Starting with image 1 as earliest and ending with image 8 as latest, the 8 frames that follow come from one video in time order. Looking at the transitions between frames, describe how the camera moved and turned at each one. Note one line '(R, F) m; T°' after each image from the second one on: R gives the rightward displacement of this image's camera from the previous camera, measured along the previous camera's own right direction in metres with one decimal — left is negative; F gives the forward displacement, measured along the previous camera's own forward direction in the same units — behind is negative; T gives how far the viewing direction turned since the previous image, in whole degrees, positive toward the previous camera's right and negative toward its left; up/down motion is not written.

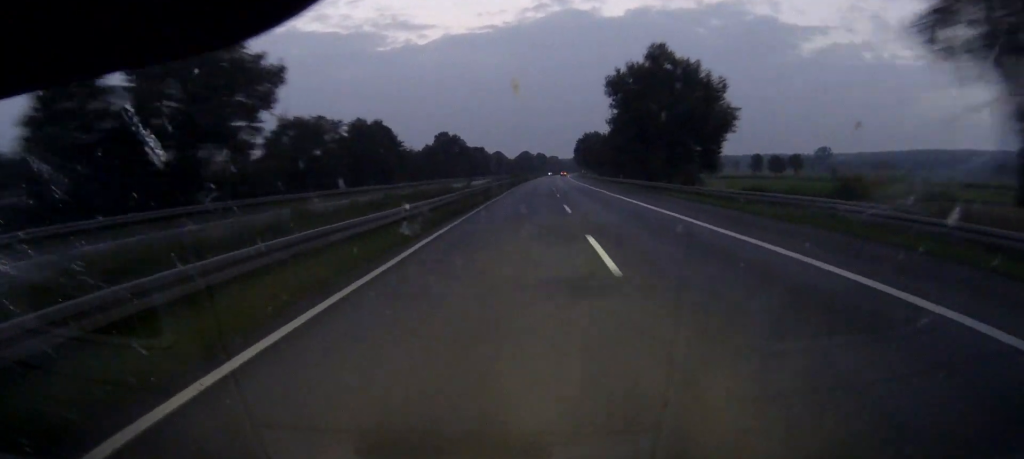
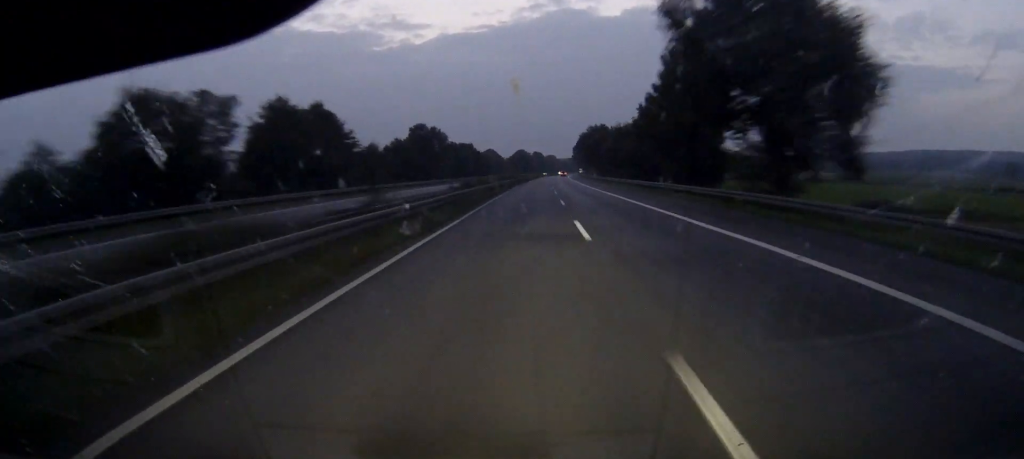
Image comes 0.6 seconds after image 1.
(+0.2, +29.5) m; 0°
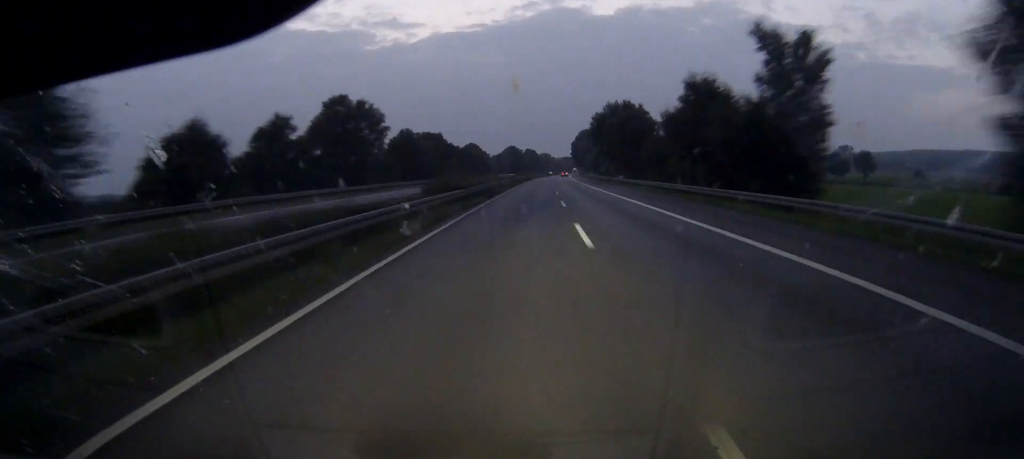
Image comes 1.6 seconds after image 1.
(+0.3, +55.2) m; +1°
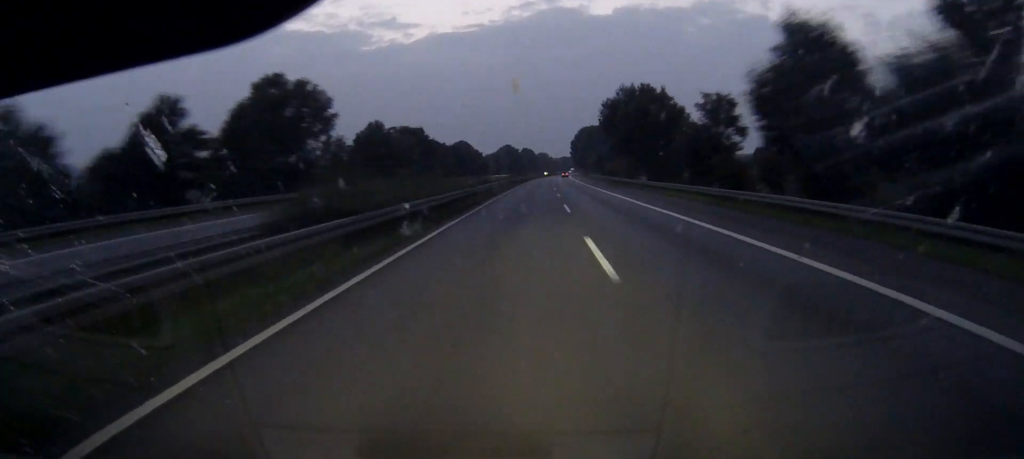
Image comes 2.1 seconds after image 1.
(0.0, +22.3) m; 0°
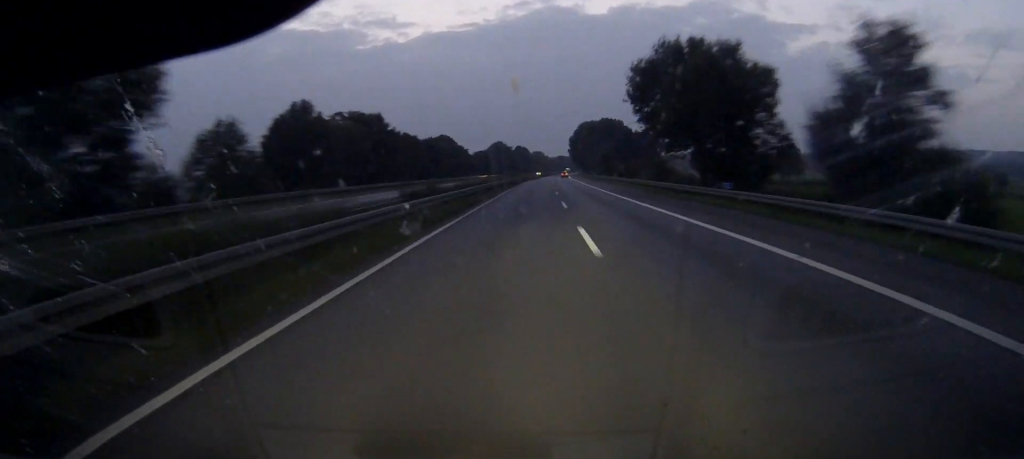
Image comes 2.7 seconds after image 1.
(+0.1, +32.4) m; 0°
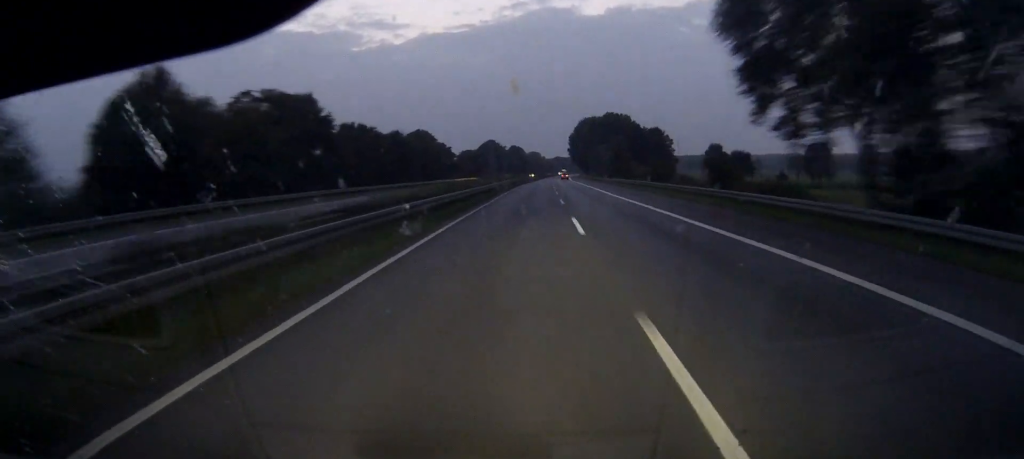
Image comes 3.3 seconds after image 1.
(+0.1, +30.6) m; 0°
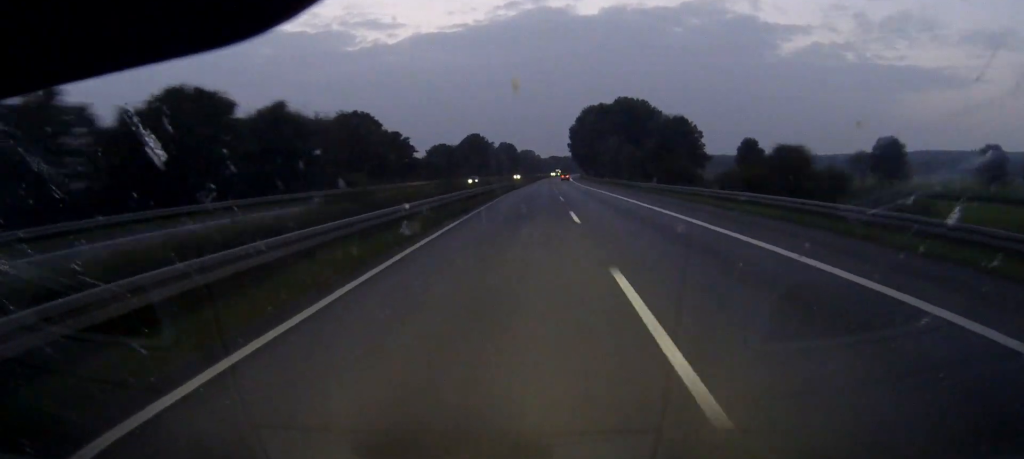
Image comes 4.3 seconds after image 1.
(+0.2, +49.1) m; +1°
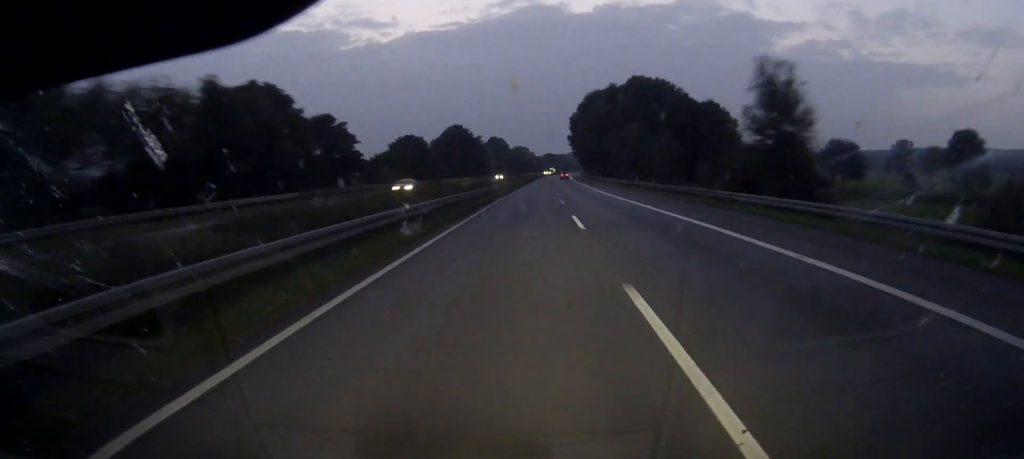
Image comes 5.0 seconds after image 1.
(+0.1, +37.2) m; 0°
